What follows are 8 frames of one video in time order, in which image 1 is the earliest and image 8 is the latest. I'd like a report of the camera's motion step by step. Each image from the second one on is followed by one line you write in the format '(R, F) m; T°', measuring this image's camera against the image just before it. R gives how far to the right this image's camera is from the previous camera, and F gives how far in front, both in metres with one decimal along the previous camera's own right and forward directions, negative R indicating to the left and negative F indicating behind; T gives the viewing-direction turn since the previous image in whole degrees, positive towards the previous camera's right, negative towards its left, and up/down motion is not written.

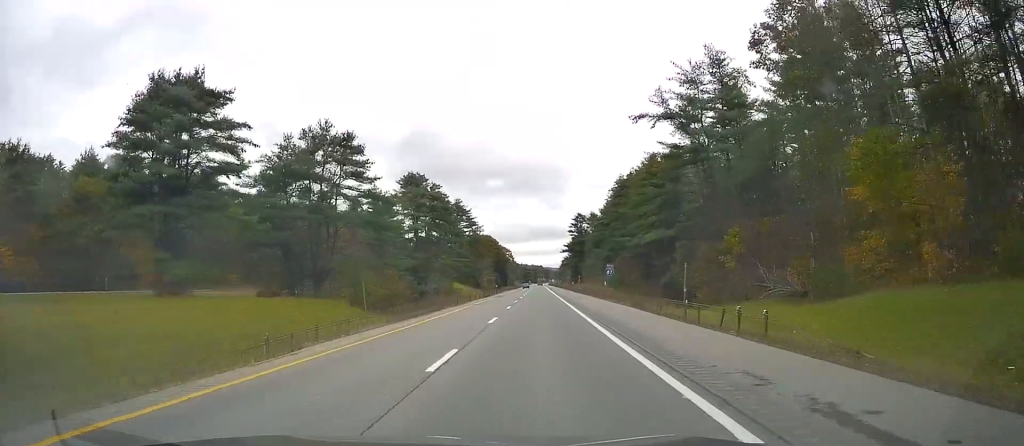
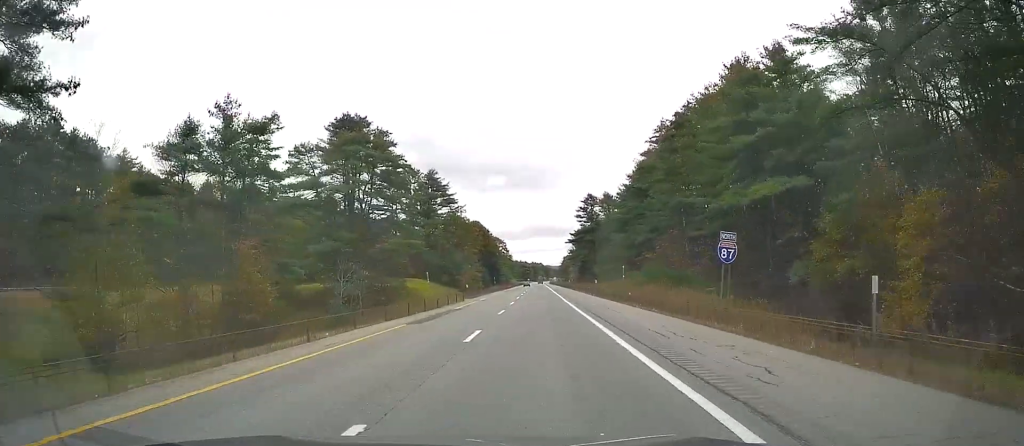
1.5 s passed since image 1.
(+0.4, +44.1) m; 0°
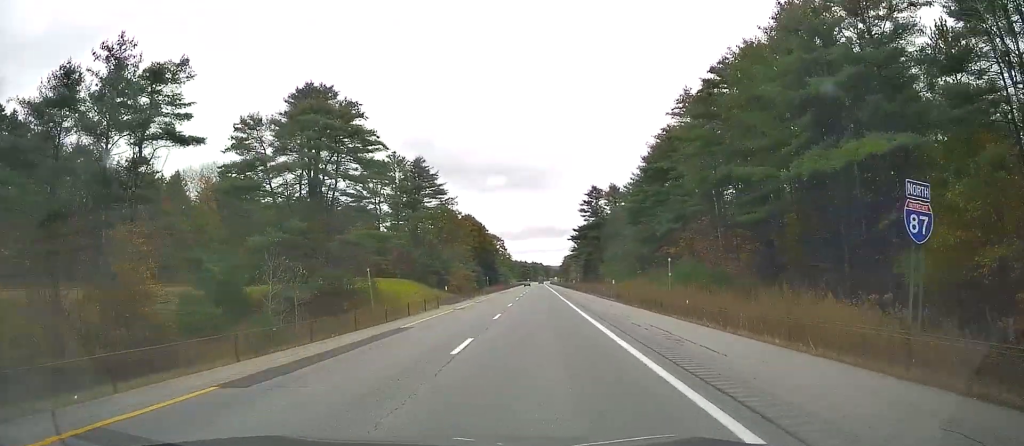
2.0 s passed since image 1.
(-0.2, +14.4) m; 0°
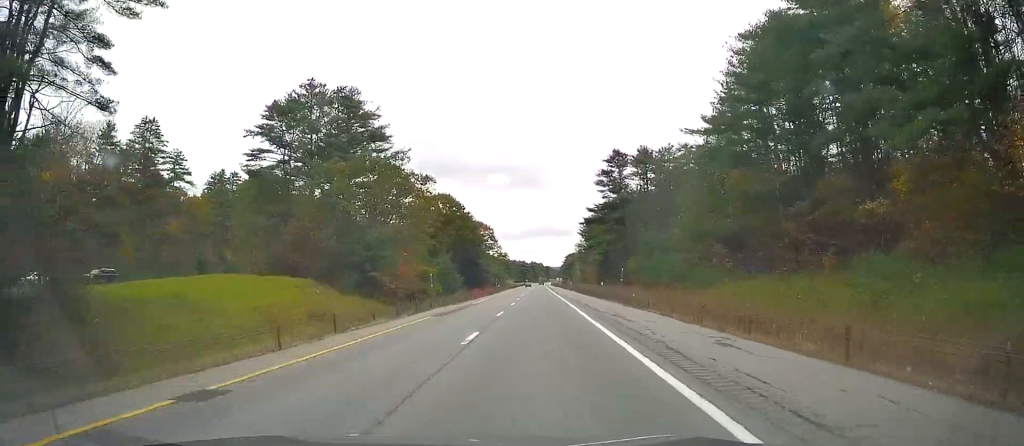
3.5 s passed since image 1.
(-0.2, +45.6) m; 0°
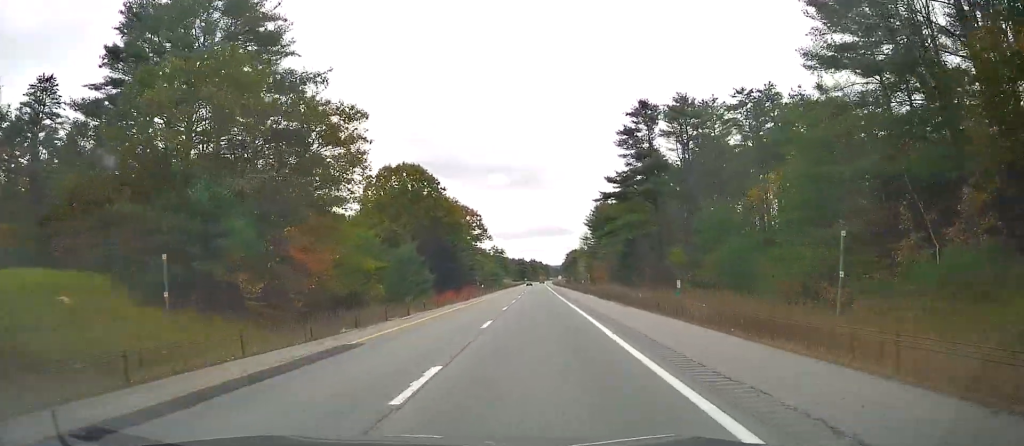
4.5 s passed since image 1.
(+0.1, +31.3) m; +1°
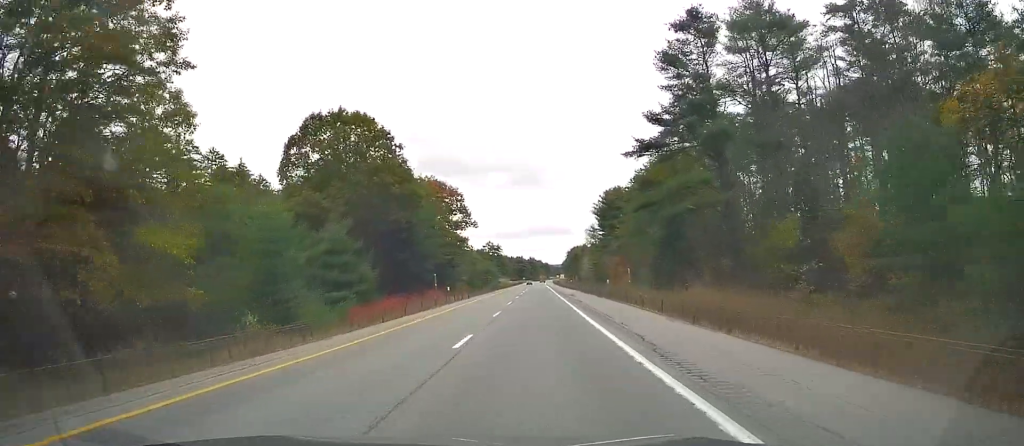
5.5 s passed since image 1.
(+0.2, +29.9) m; 0°
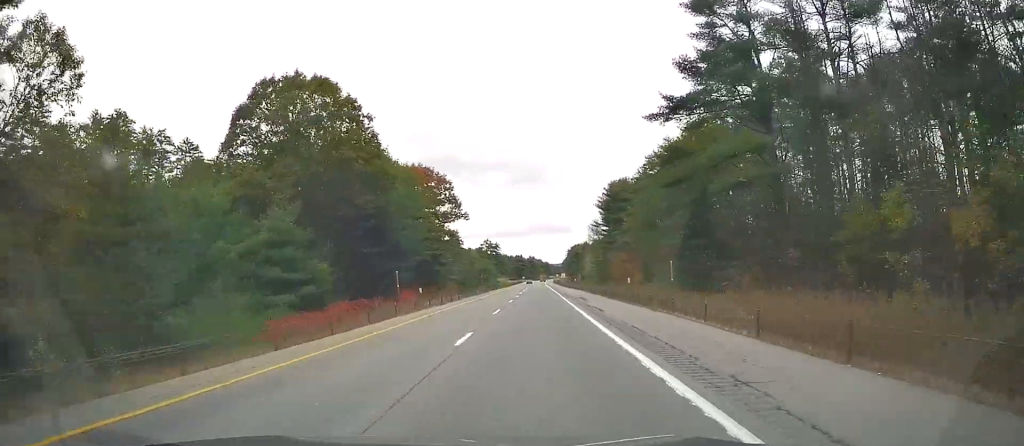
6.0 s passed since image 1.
(-0.2, +11.9) m; 0°
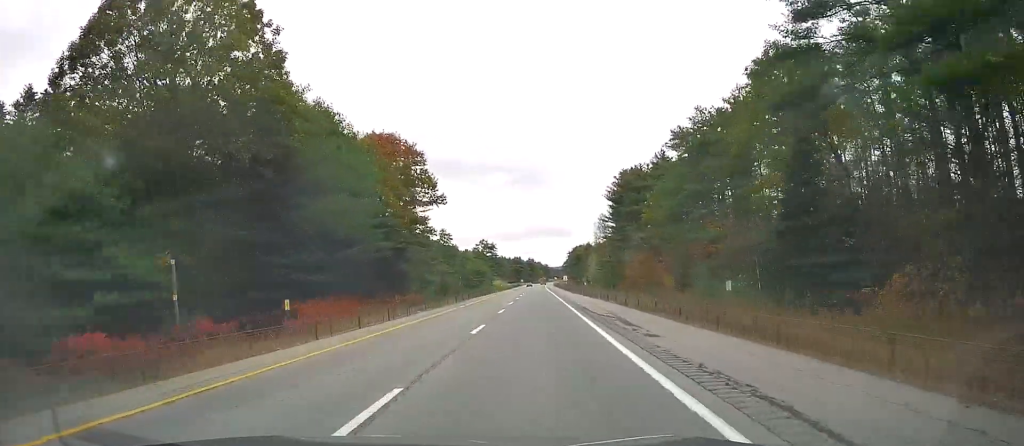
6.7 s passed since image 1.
(0.0, +21.0) m; 0°
